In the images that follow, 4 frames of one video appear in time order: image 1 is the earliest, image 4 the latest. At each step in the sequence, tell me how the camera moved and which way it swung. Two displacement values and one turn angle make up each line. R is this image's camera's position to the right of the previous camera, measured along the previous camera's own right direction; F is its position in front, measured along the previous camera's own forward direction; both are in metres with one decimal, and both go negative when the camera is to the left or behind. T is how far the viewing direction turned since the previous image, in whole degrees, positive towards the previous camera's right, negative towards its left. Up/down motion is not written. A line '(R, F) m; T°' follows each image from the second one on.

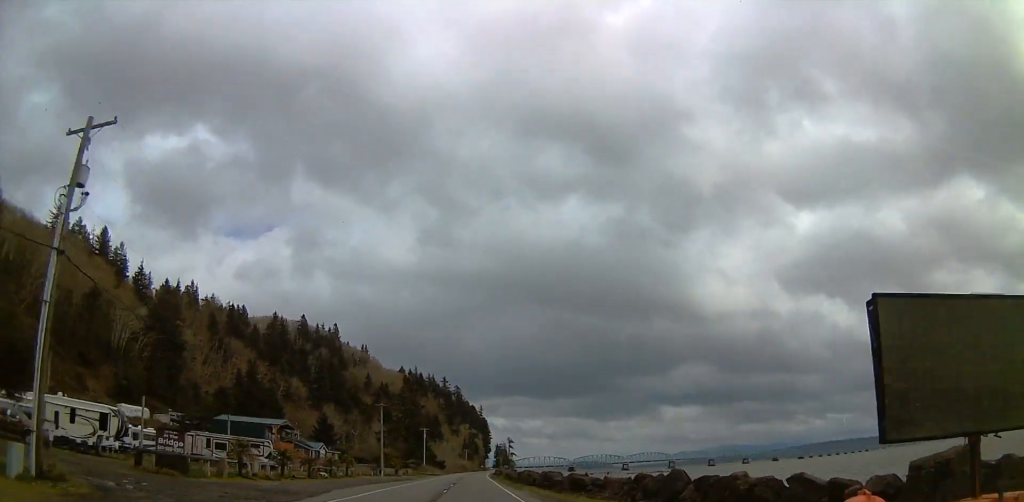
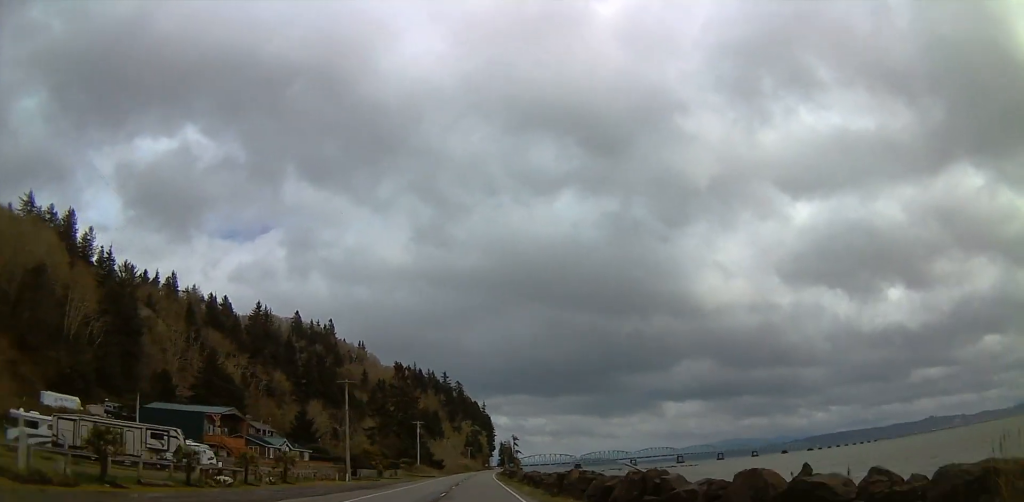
(-0.1, +26.6) m; 0°
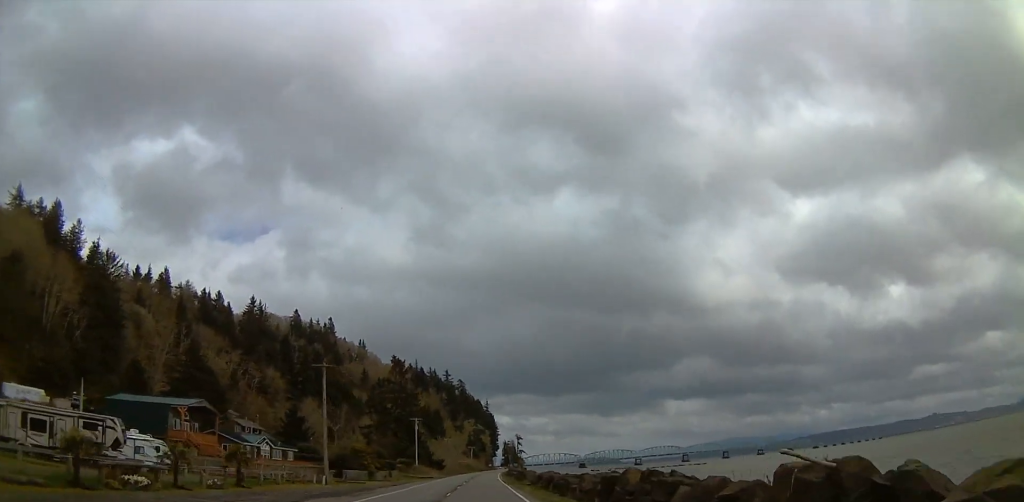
(0.0, +10.9) m; 0°
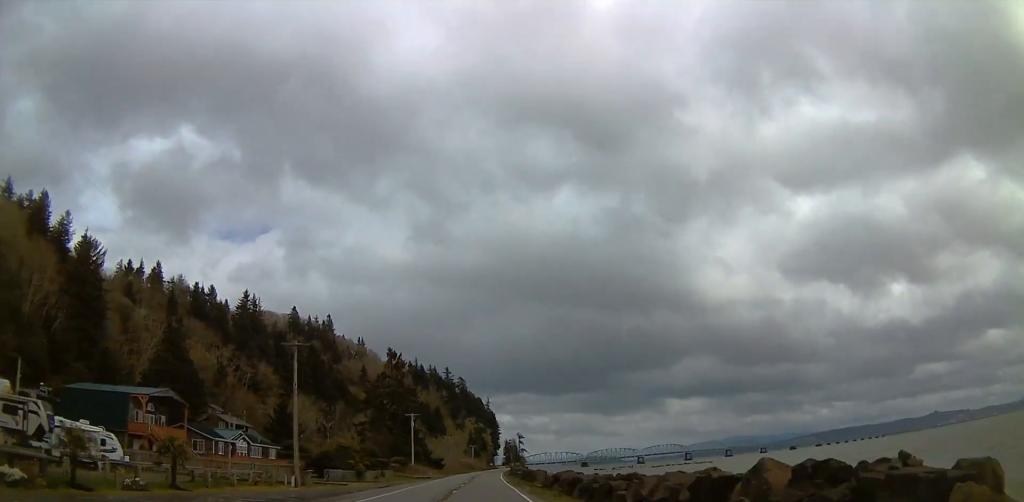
(0.0, +9.4) m; 0°
